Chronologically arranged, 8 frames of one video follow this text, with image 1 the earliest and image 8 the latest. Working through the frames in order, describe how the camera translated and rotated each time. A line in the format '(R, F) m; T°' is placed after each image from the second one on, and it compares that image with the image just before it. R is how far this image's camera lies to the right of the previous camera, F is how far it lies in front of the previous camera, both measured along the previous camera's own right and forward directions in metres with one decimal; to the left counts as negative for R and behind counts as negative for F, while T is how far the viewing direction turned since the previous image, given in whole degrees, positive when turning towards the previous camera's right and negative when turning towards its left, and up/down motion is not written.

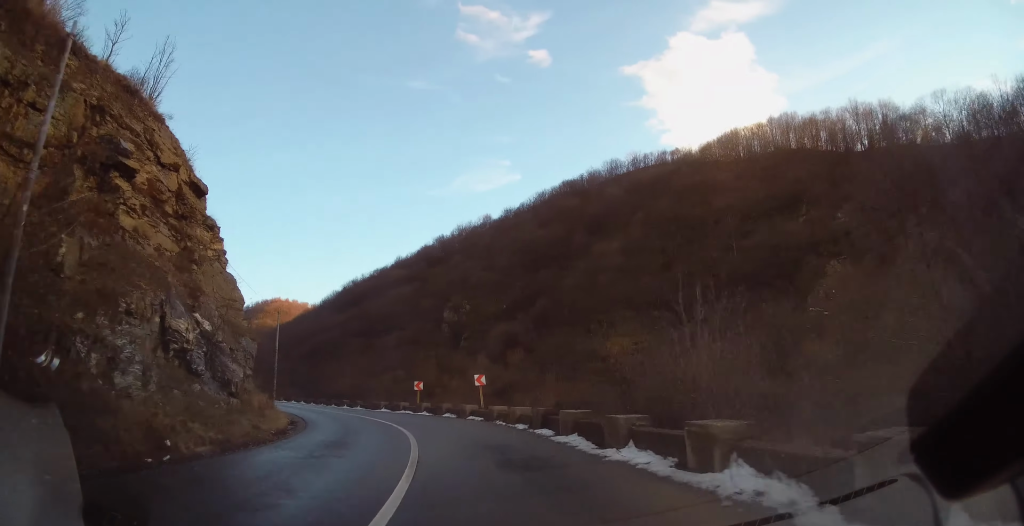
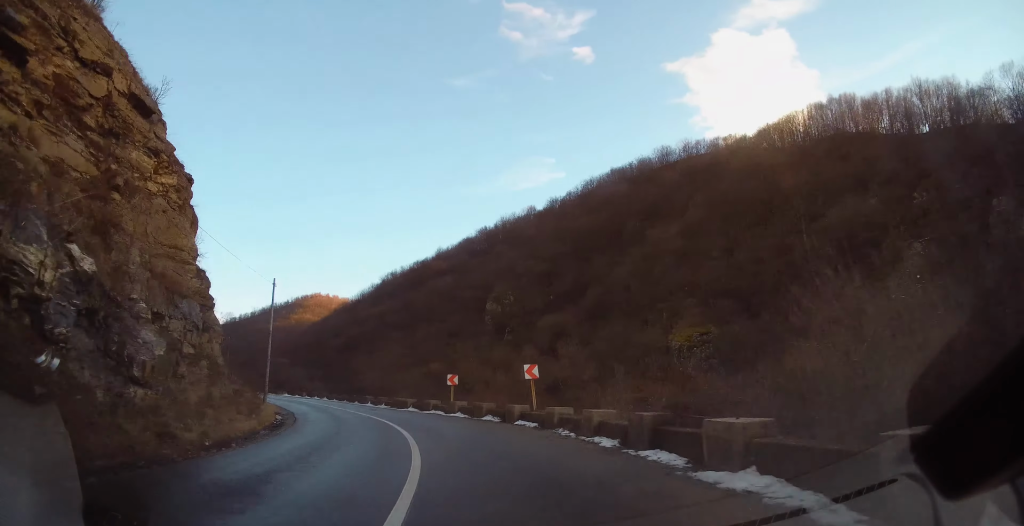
(-0.5, +8.2) m; -6°
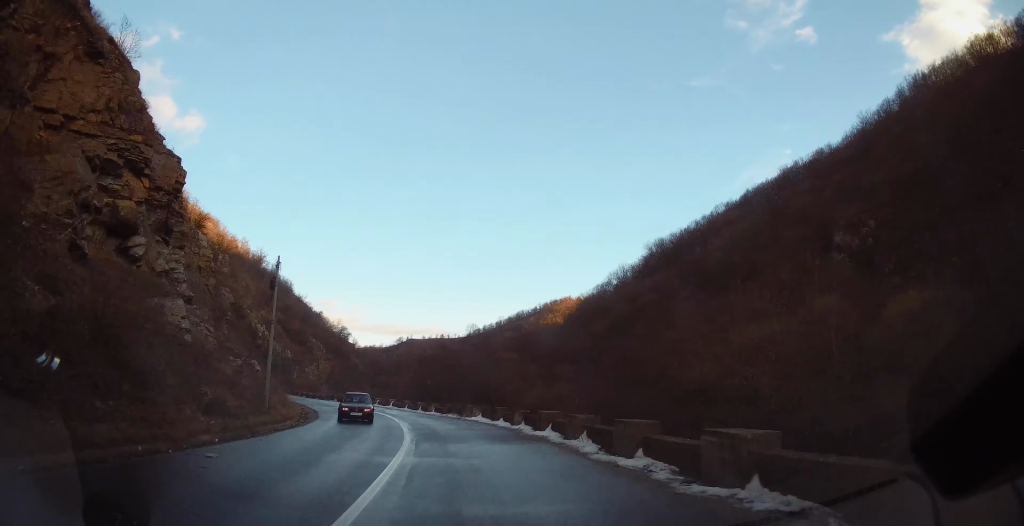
(-12.5, +46.5) m; -26°
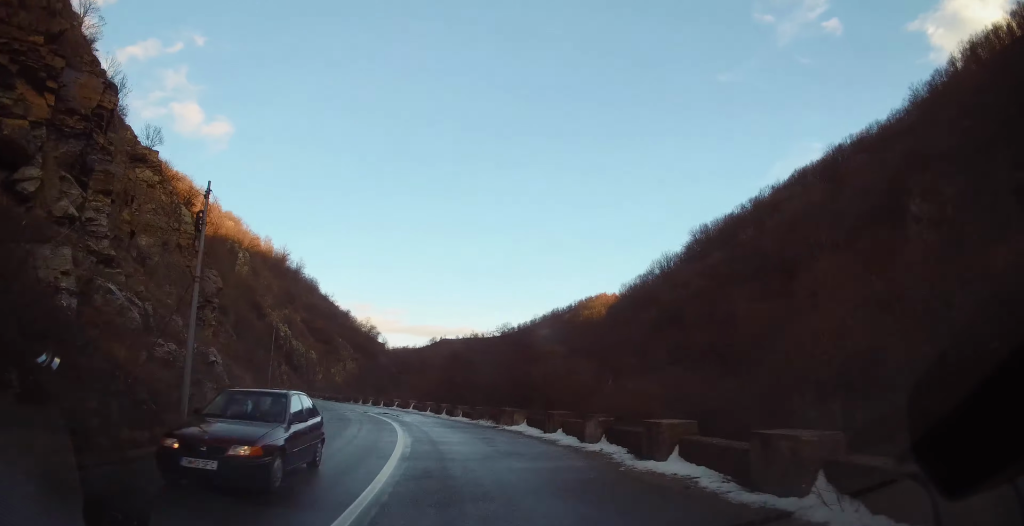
(0.0, +9.0) m; -4°
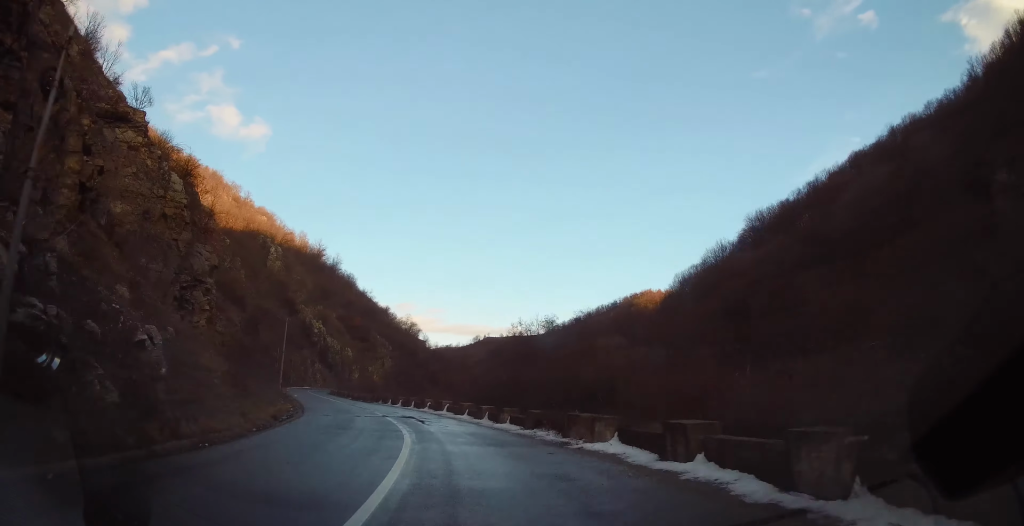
(-0.6, +7.9) m; -5°
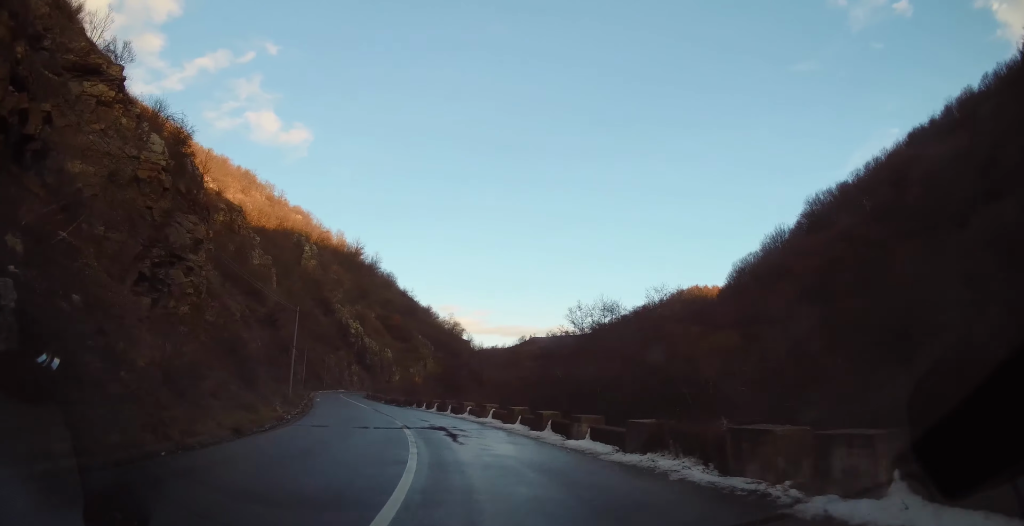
(-0.3, +7.9) m; -4°
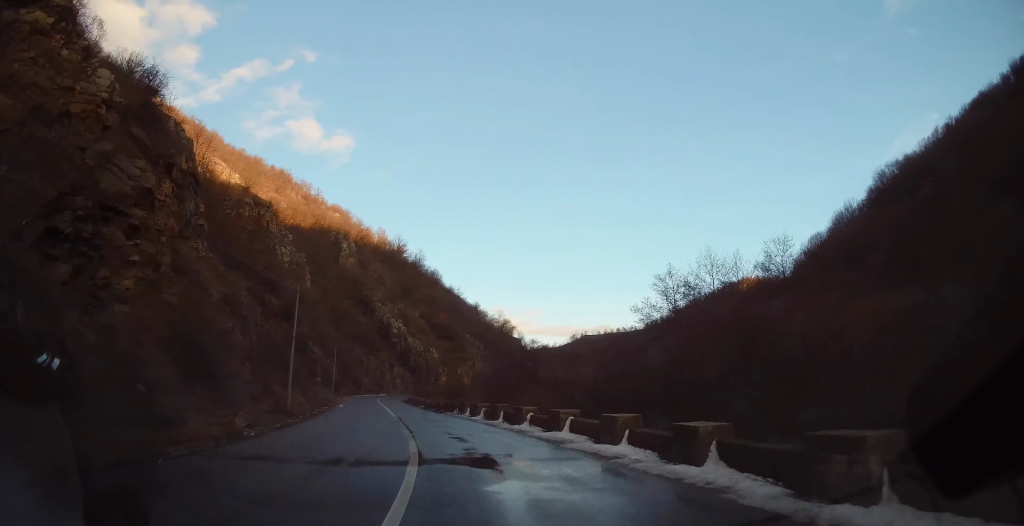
(-0.4, +9.4) m; -4°
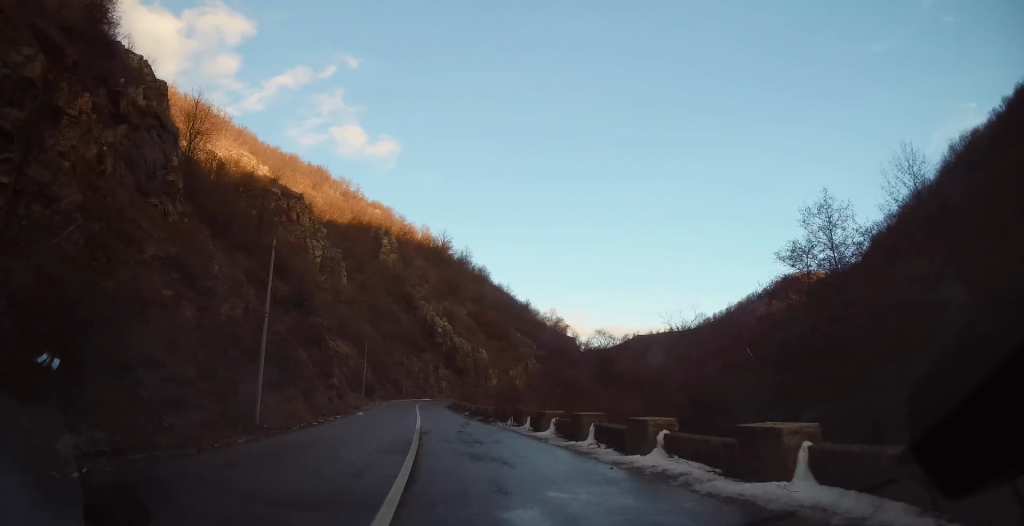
(-0.4, +10.0) m; -3°
